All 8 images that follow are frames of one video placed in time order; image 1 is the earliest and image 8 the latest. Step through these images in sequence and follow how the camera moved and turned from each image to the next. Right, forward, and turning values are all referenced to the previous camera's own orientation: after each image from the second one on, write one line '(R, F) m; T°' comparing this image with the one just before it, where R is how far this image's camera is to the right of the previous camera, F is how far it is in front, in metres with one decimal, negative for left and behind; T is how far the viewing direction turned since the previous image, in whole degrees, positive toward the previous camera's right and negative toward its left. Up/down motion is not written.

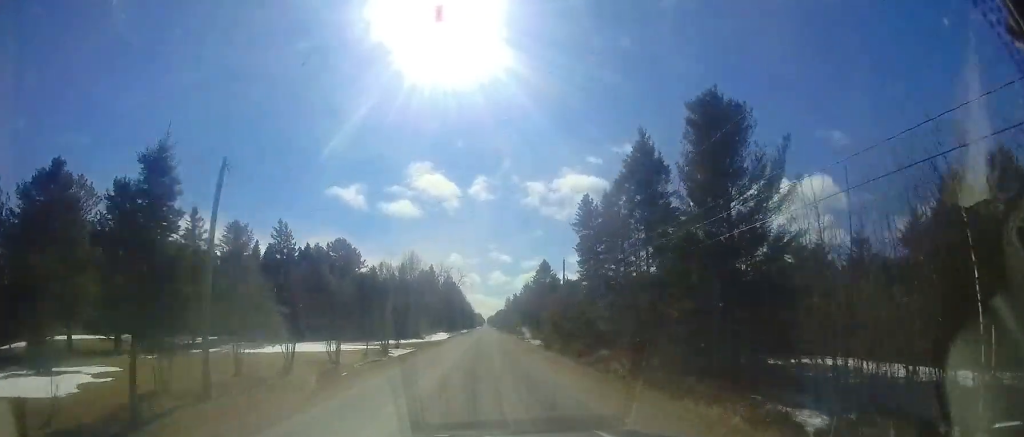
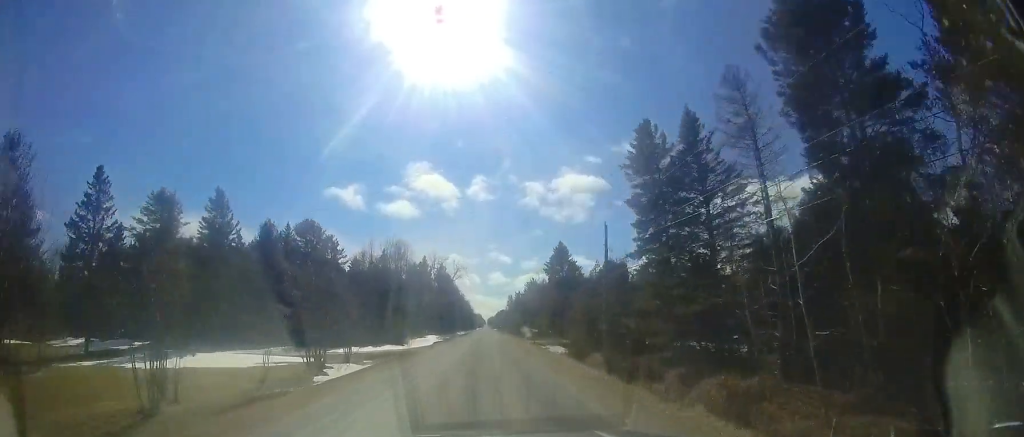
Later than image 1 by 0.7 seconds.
(+0.2, +15.7) m; 0°
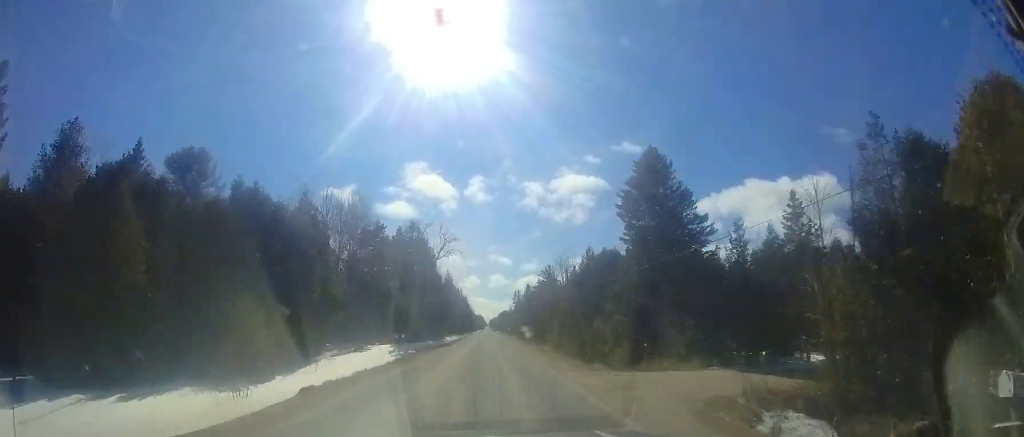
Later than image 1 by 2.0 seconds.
(-0.2, +30.7) m; +1°
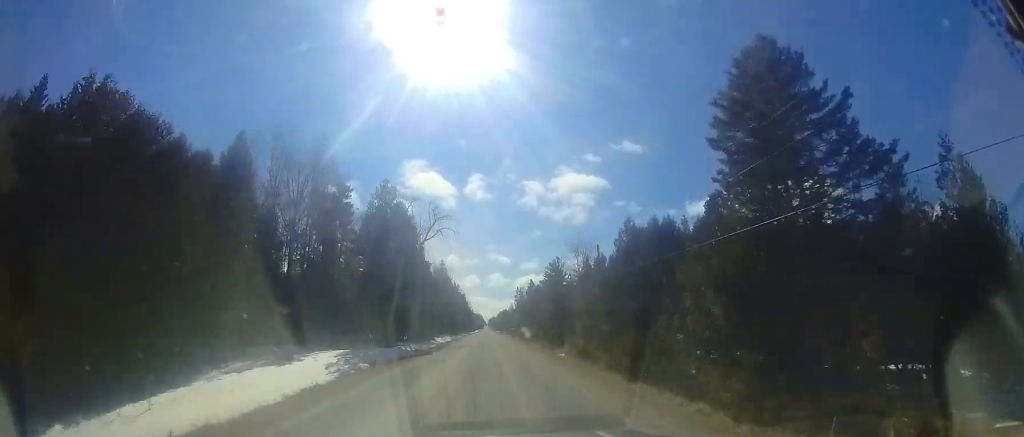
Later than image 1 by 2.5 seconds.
(+0.3, +11.7) m; 0°
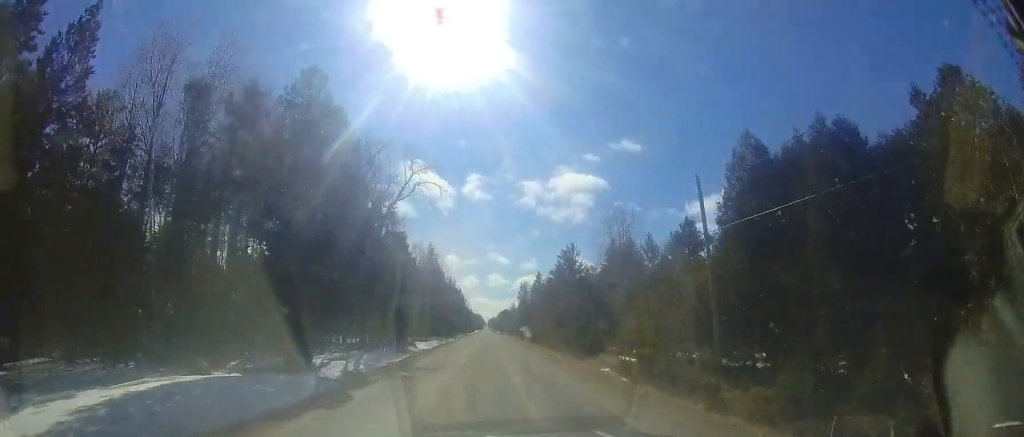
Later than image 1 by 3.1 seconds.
(+0.1, +14.8) m; 0°
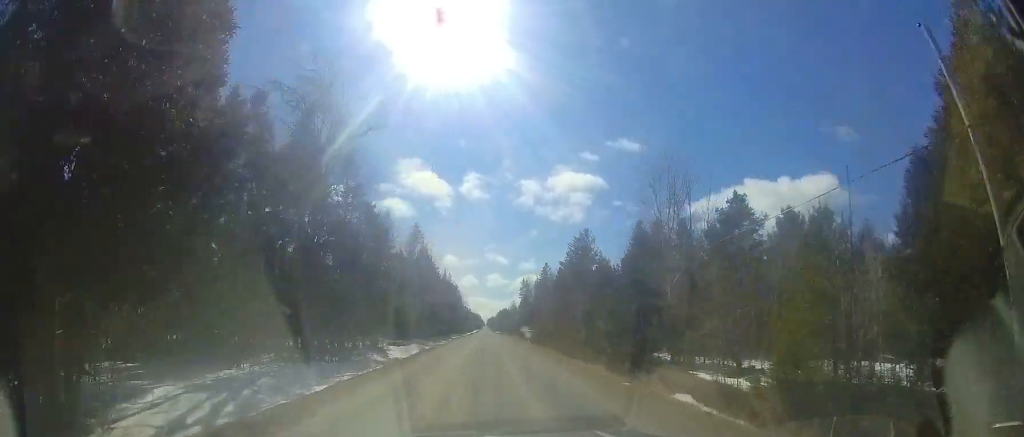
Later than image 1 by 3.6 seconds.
(-0.1, +10.9) m; -1°
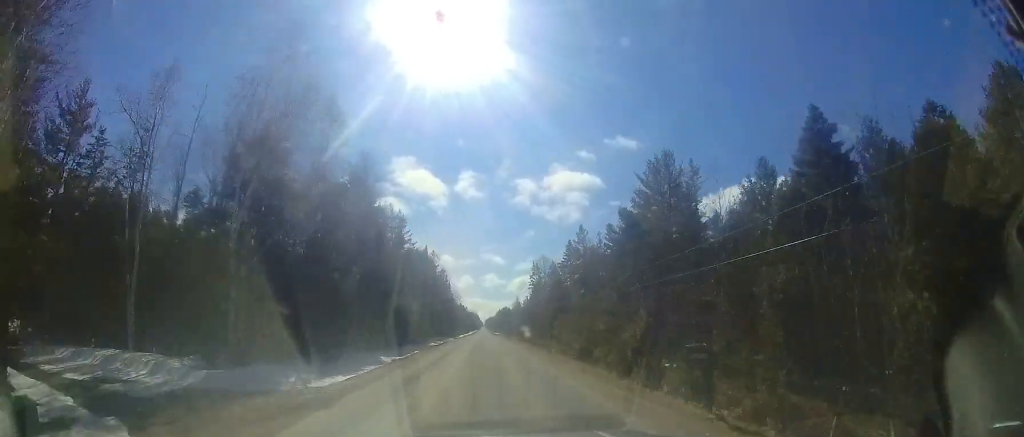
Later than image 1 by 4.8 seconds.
(-0.4, +29.3) m; -1°
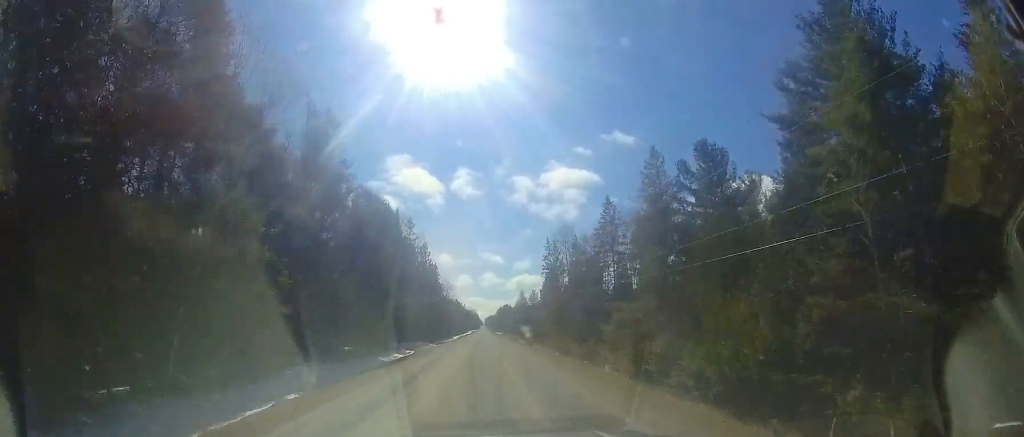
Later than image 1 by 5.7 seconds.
(+0.2, +21.4) m; +1°
